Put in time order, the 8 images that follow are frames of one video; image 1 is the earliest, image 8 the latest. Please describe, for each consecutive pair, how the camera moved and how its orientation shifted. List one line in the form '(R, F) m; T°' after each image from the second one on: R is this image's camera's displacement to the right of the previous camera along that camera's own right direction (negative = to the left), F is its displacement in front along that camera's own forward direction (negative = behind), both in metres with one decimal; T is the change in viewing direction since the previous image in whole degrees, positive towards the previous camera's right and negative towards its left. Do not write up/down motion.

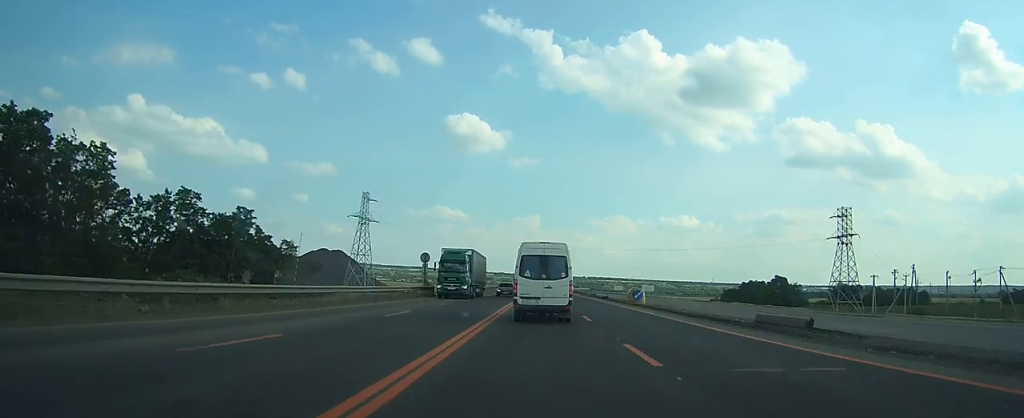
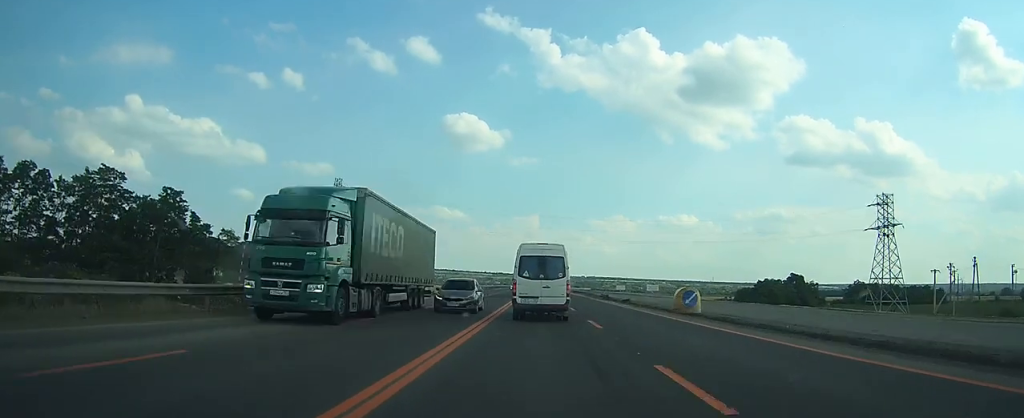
(0.0, +15.9) m; 0°
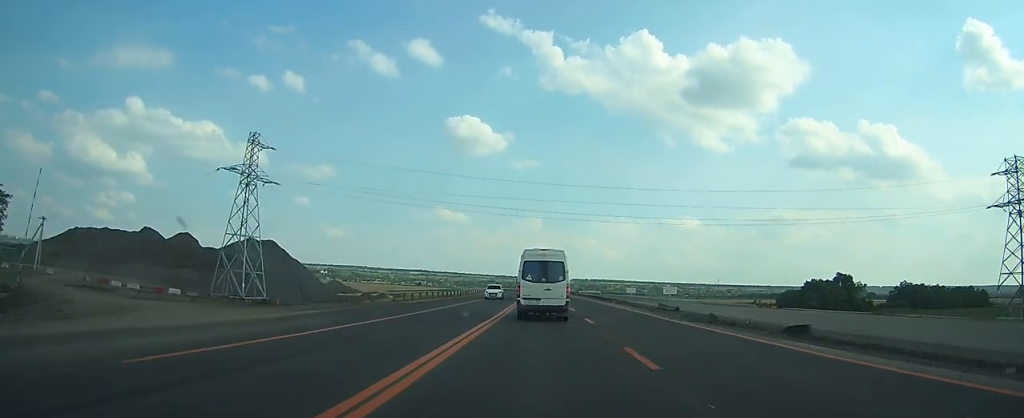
(-0.1, +33.2) m; 0°
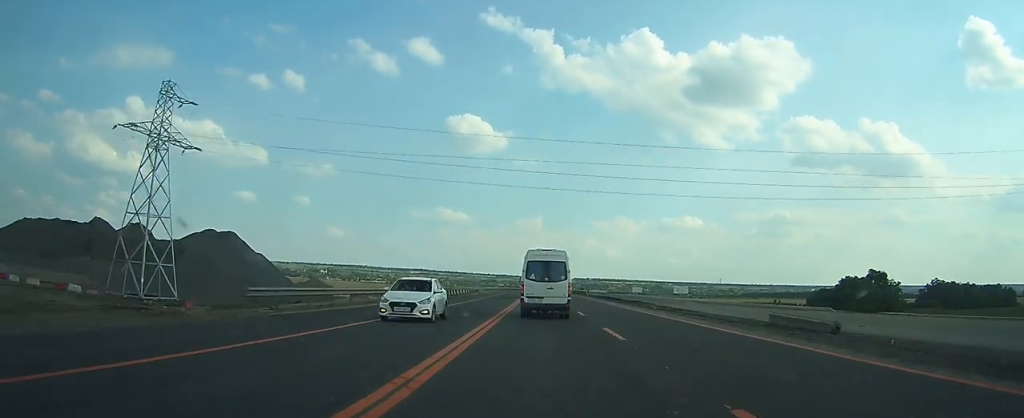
(0.0, +18.8) m; 0°
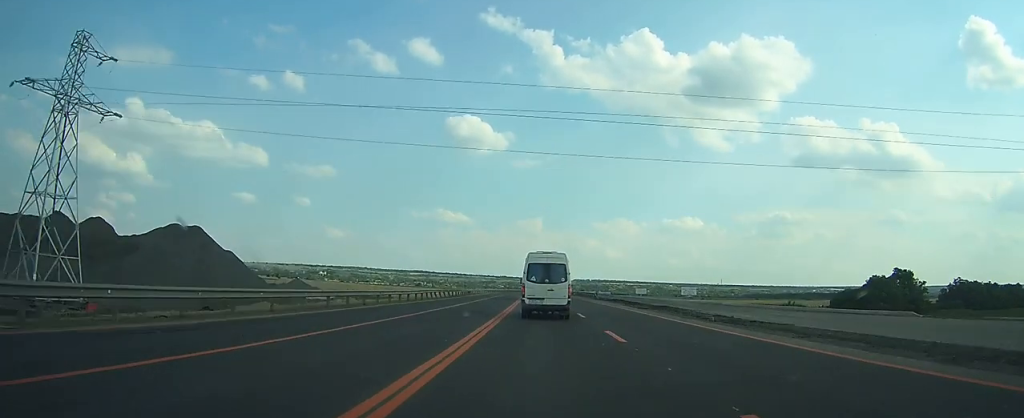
(0.0, +12.5) m; 0°
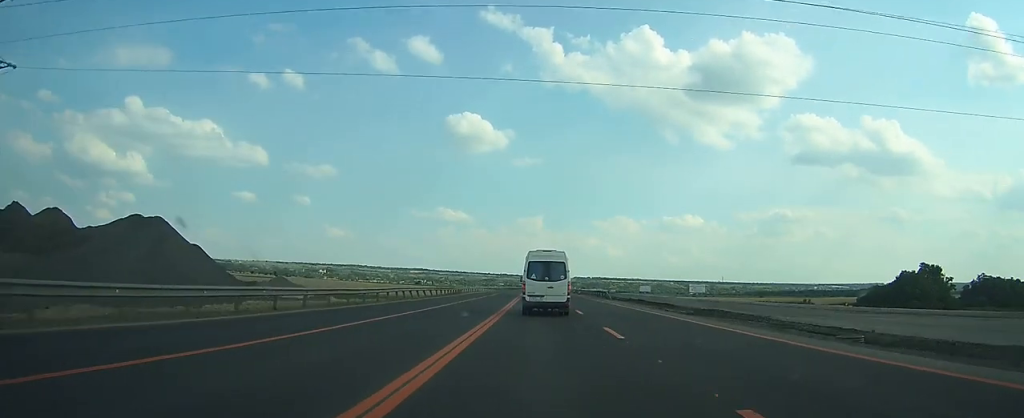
(0.0, +11.7) m; 0°
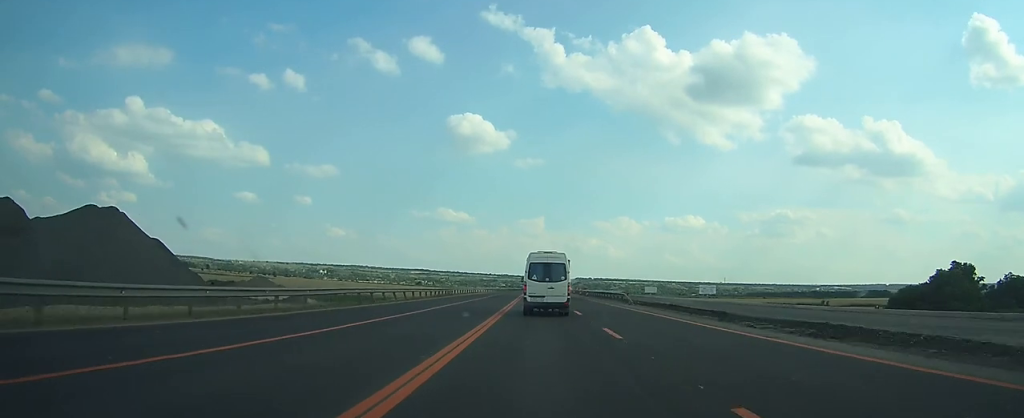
(0.0, +11.7) m; 0°
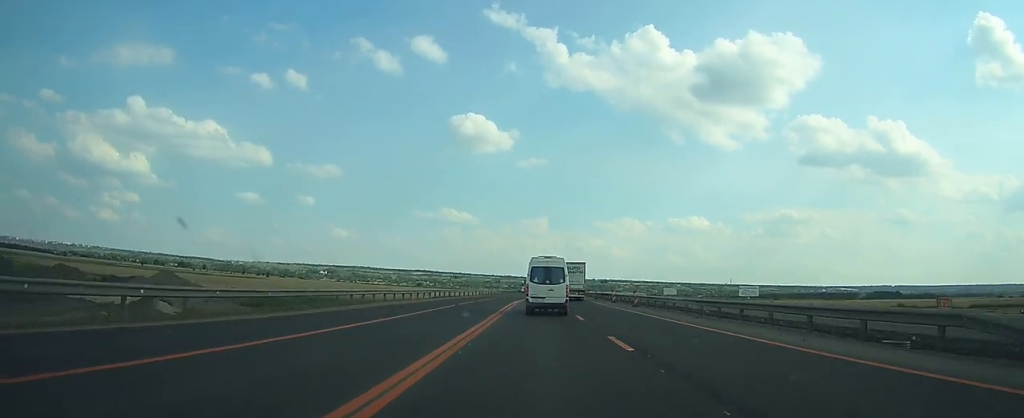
(0.0, +38.5) m; 0°
